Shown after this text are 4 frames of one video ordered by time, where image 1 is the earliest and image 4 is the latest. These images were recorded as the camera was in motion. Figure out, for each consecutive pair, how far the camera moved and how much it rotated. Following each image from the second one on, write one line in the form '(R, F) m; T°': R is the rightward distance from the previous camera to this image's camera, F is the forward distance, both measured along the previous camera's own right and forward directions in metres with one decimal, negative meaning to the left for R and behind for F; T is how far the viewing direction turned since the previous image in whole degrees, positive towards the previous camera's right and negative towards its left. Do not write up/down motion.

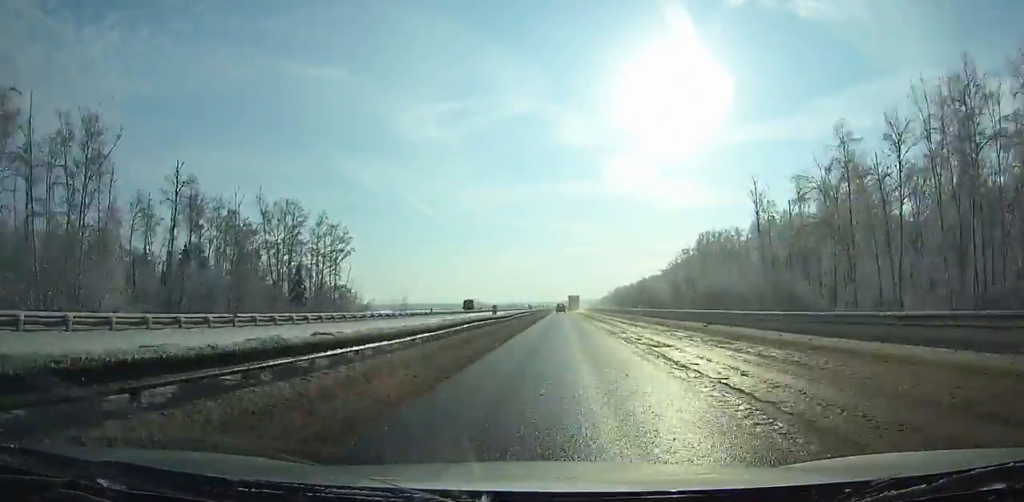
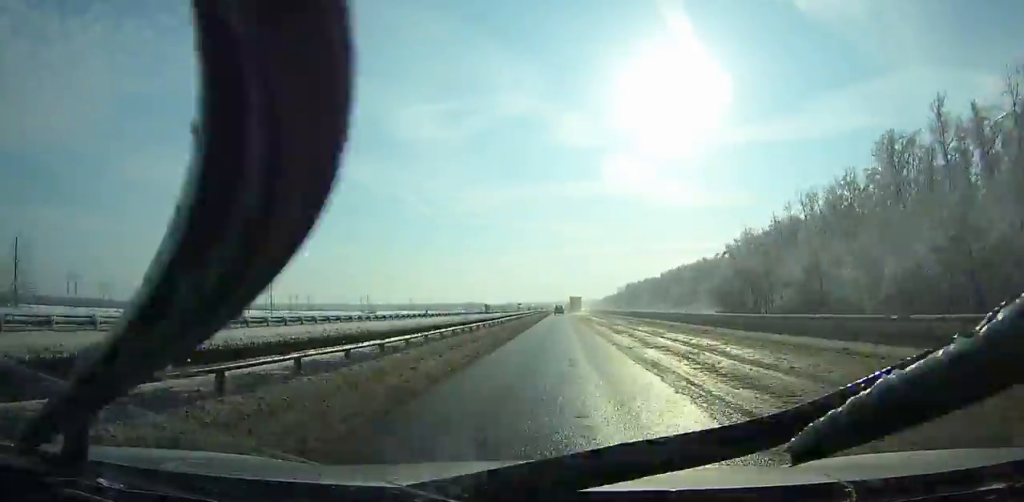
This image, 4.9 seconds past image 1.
(+0.1, +126.2) m; 0°
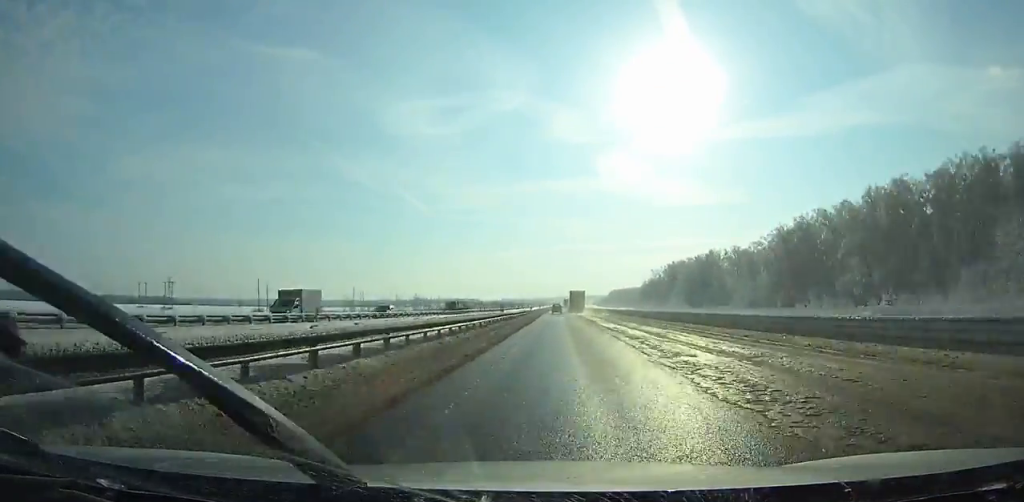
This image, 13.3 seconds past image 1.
(+0.8, +229.5) m; 0°
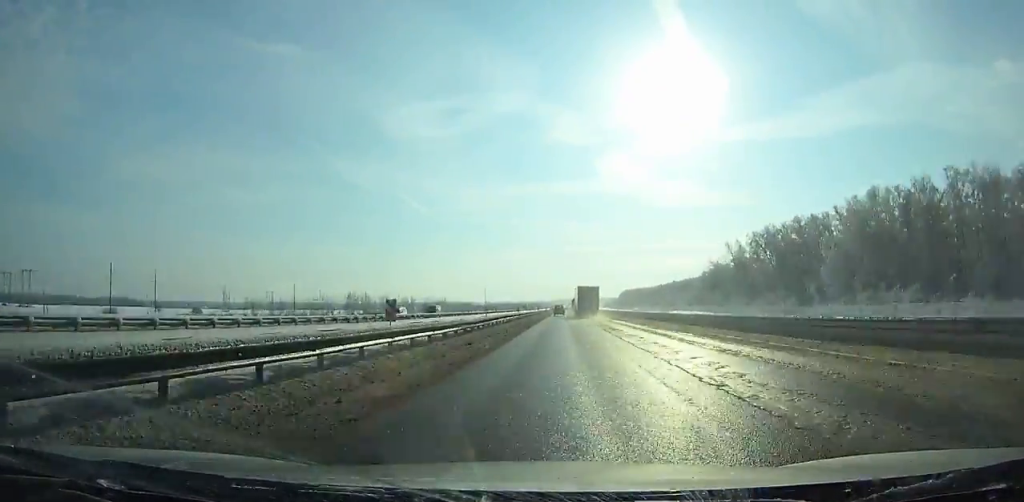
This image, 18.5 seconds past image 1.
(-0.7, +148.7) m; 0°
